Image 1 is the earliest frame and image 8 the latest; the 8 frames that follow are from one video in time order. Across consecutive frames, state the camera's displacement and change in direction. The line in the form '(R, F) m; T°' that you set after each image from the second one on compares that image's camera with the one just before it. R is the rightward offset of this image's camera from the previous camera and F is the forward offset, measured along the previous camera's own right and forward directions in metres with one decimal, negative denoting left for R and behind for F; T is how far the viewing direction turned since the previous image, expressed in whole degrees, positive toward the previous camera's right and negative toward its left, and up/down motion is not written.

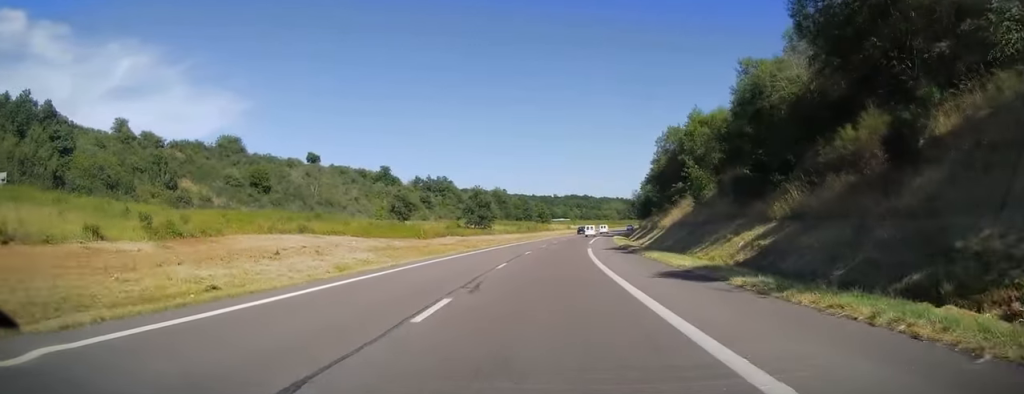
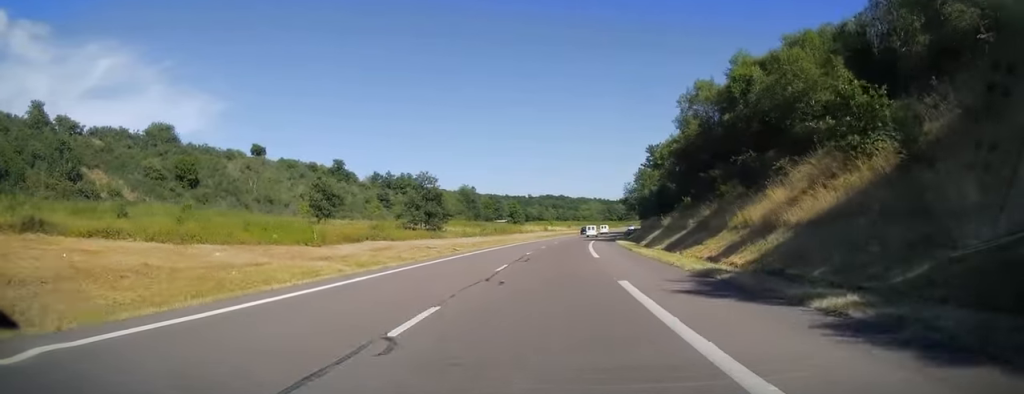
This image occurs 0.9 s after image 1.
(+0.4, +27.0) m; +3°
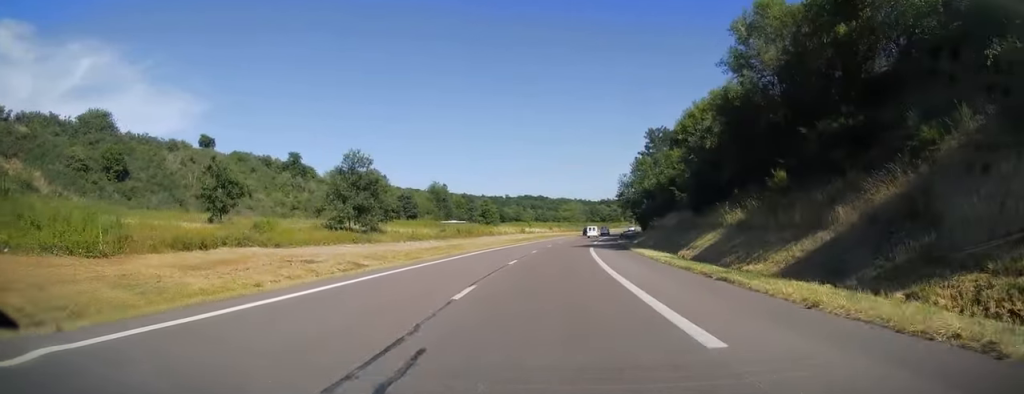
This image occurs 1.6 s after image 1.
(+0.4, +21.6) m; +3°
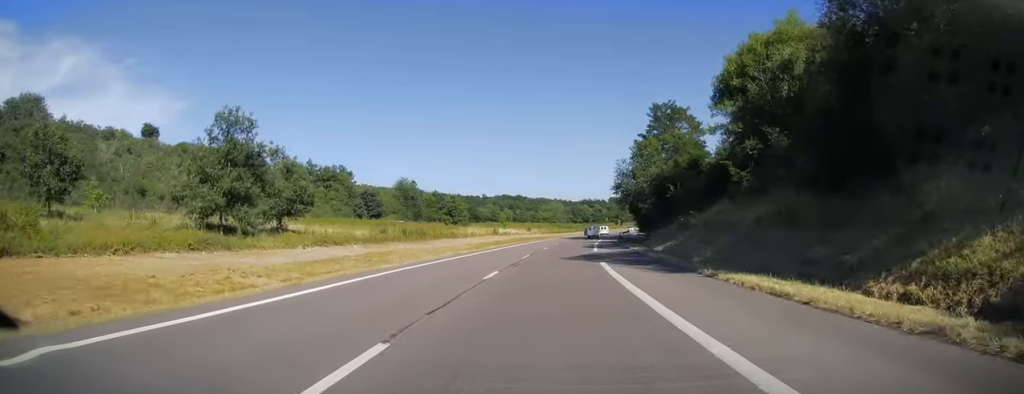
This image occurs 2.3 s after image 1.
(+0.5, +20.7) m; +2°
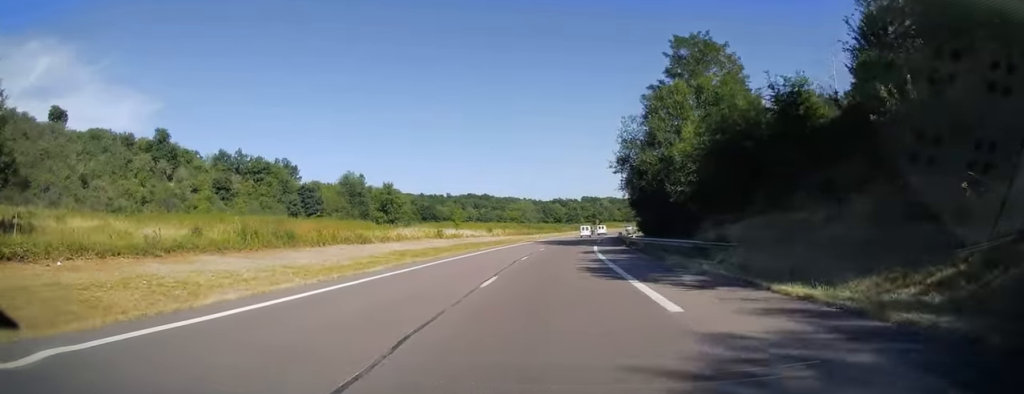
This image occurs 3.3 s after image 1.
(+0.6, +28.5) m; +2°
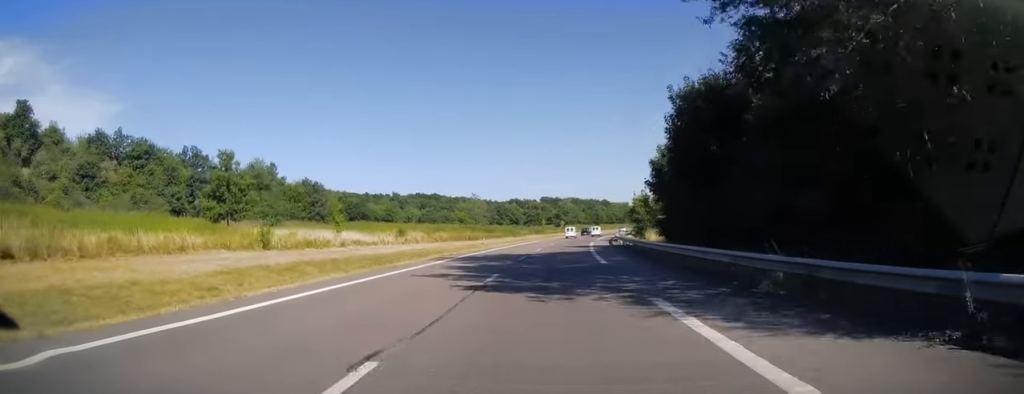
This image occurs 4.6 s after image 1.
(+1.0, +37.4) m; +4°
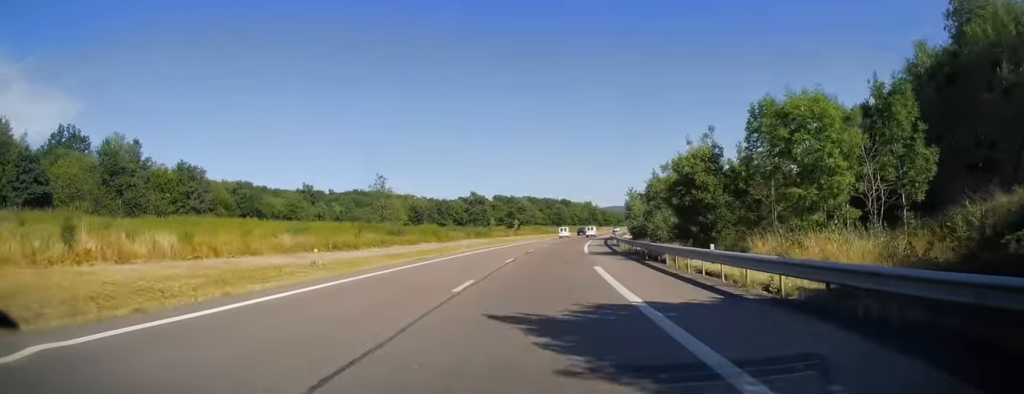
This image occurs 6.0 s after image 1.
(+2.1, +41.3) m; +5°
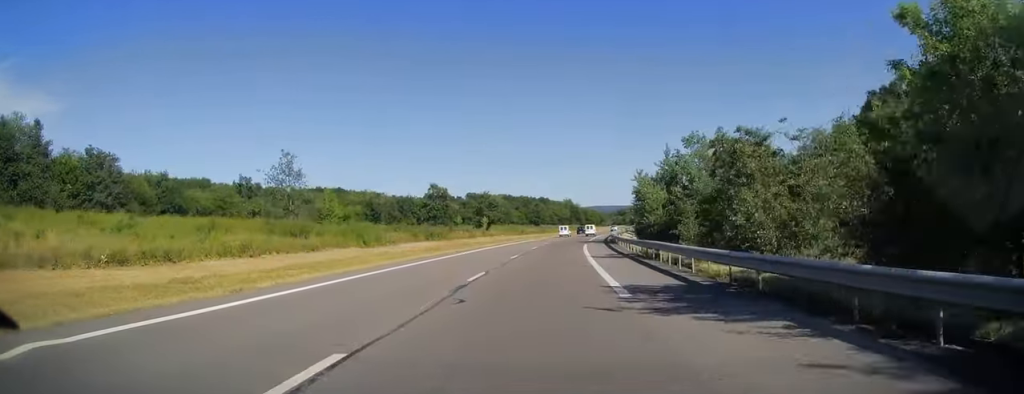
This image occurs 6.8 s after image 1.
(+0.5, +23.2) m; +2°
